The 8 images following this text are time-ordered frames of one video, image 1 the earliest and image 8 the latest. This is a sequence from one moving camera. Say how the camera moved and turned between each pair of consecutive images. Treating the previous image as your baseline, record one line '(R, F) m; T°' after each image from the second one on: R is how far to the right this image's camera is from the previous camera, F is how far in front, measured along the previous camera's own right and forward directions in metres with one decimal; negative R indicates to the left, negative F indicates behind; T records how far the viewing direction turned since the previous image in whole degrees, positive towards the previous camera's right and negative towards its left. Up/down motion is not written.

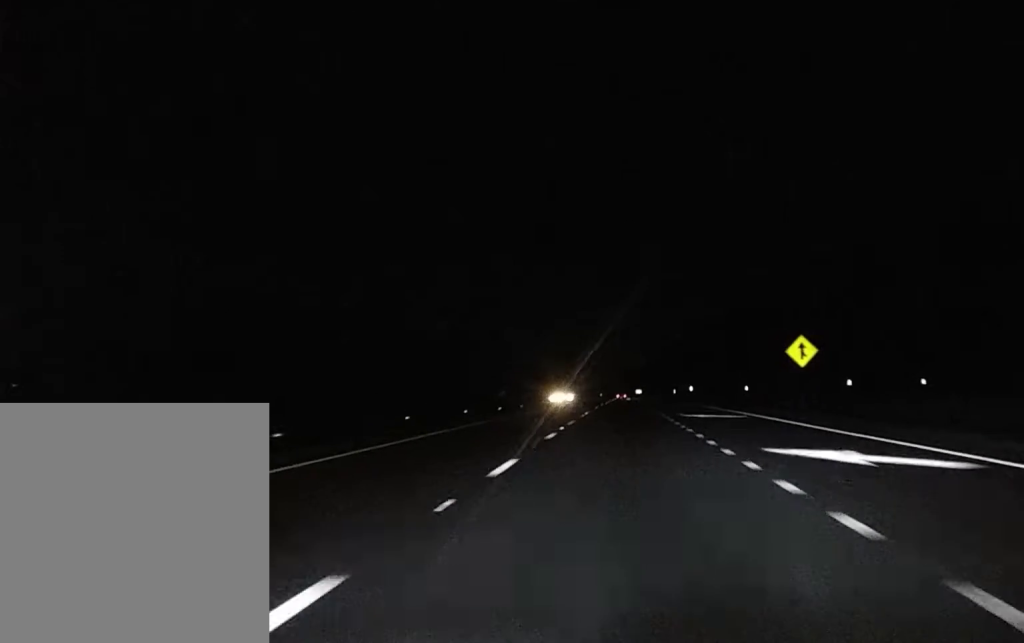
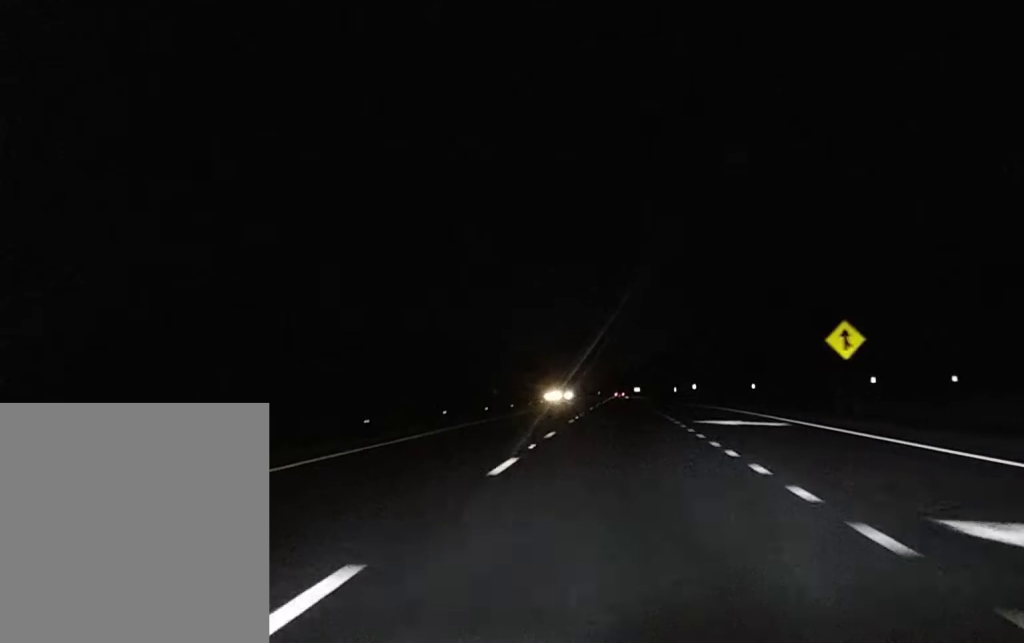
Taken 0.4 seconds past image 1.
(0.0, +13.1) m; 0°
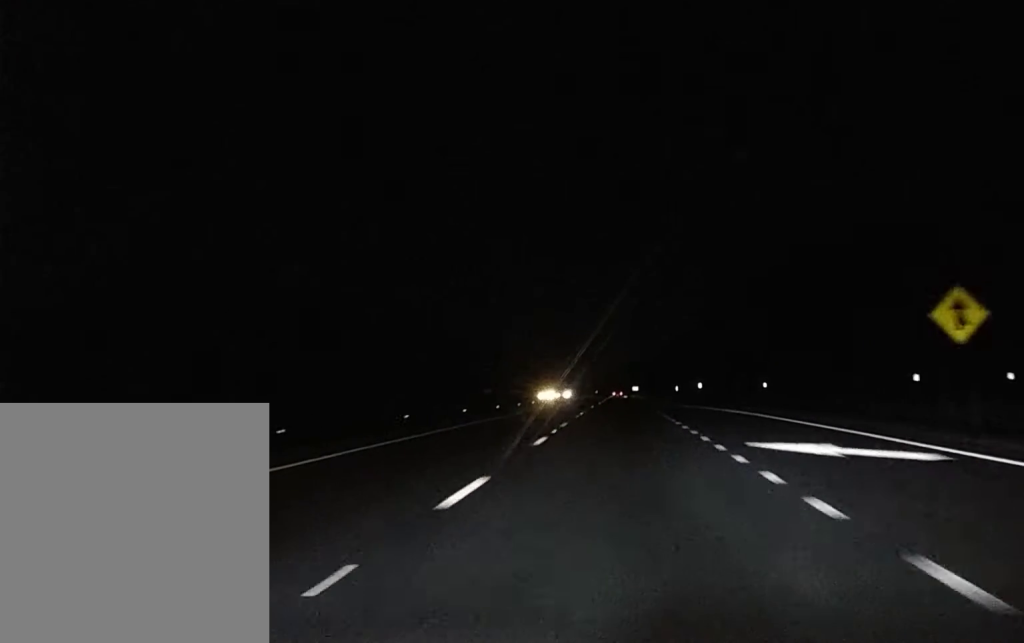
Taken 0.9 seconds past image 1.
(0.0, +18.6) m; 0°
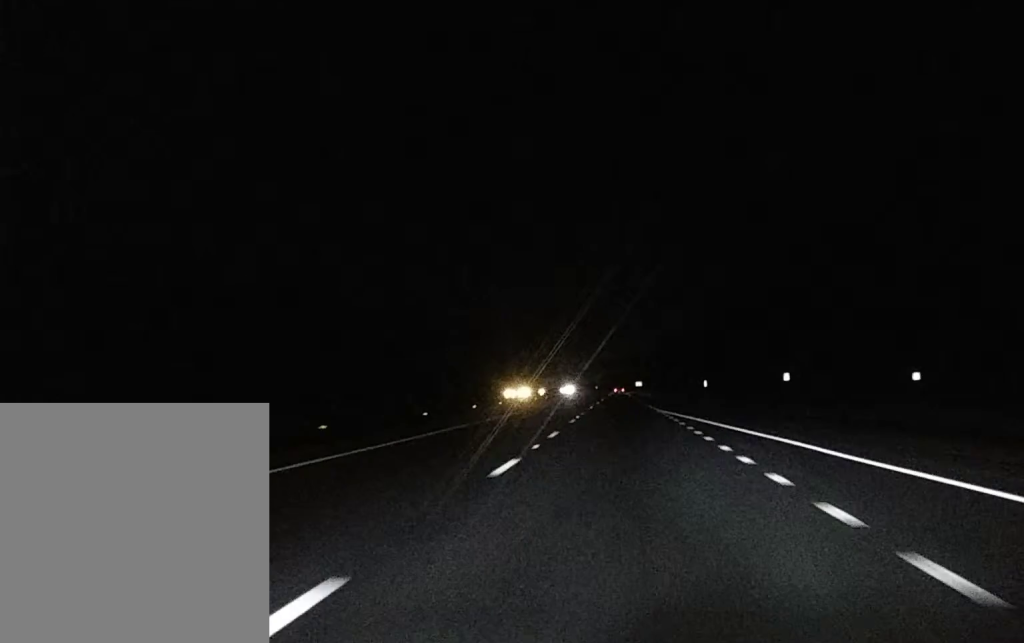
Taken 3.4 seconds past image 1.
(+0.1, +78.3) m; 0°
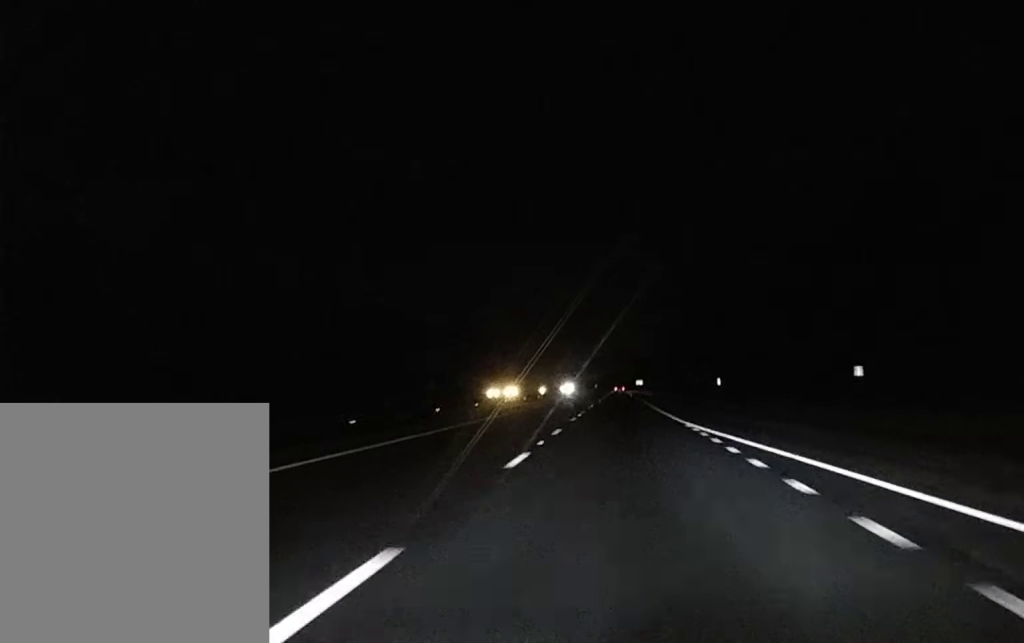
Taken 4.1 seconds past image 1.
(+0.1, +21.3) m; 0°
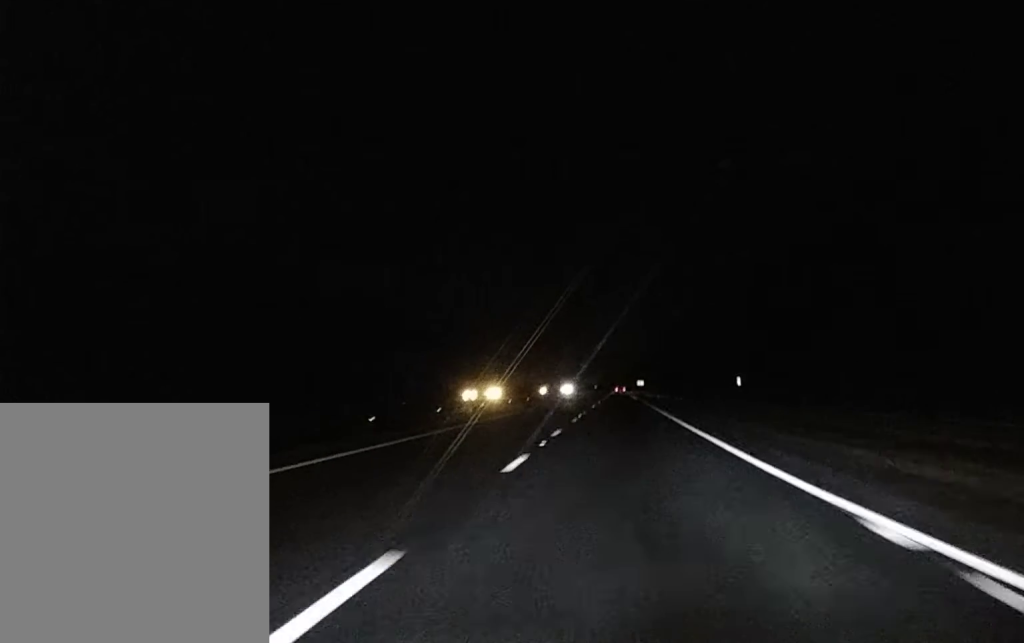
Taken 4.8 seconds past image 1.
(0.0, +23.0) m; 0°
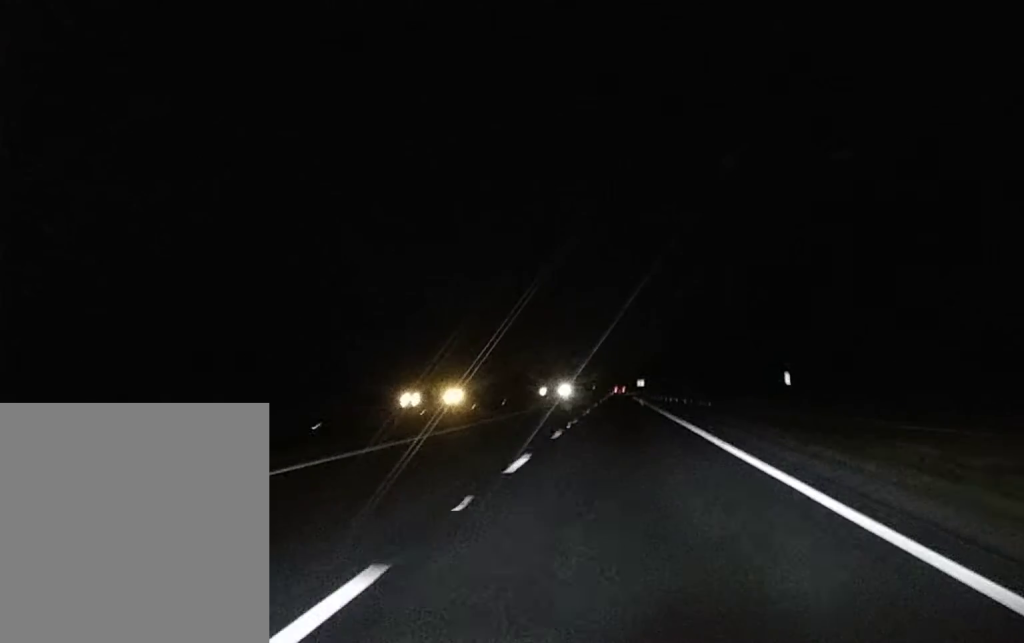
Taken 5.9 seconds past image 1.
(0.0, +38.7) m; 0°
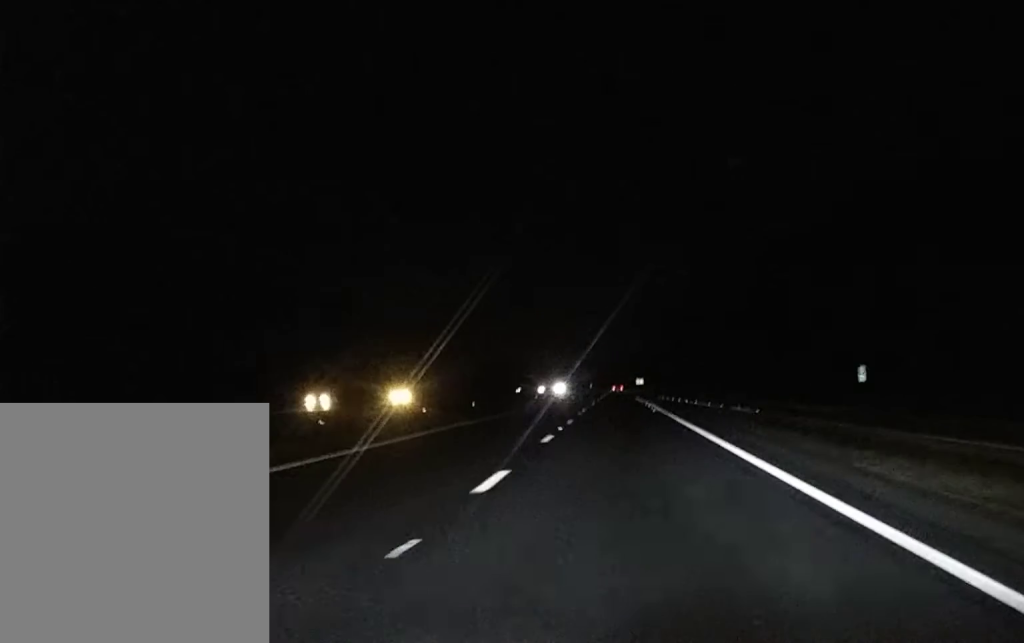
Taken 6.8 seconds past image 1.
(0.0, +33.2) m; 0°
